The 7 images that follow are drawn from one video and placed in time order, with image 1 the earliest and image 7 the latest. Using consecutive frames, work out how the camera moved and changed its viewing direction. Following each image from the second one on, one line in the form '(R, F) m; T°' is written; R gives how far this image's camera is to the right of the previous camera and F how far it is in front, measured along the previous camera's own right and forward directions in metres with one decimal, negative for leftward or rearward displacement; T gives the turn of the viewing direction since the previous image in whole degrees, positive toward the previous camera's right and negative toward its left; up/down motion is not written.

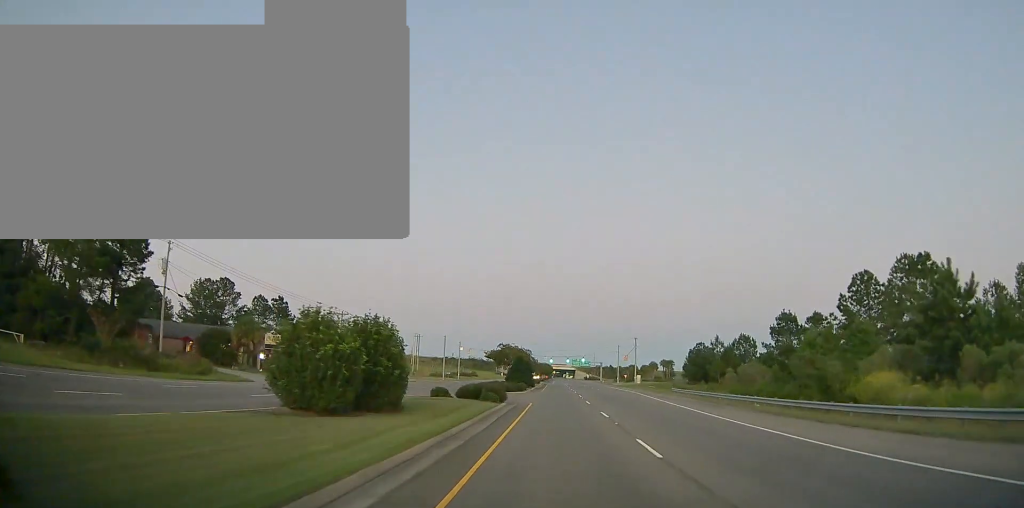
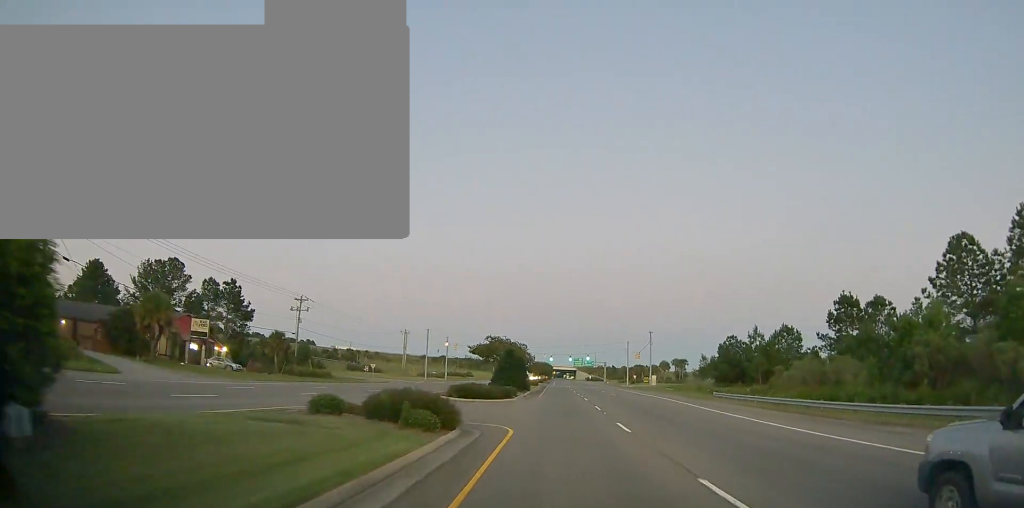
(-0.1, +17.0) m; 0°
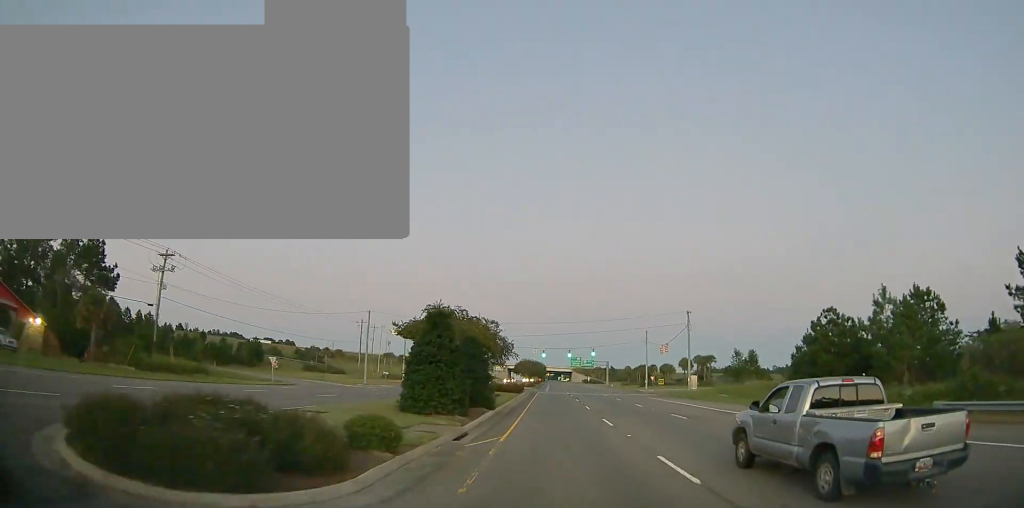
(-0.1, +30.9) m; 0°
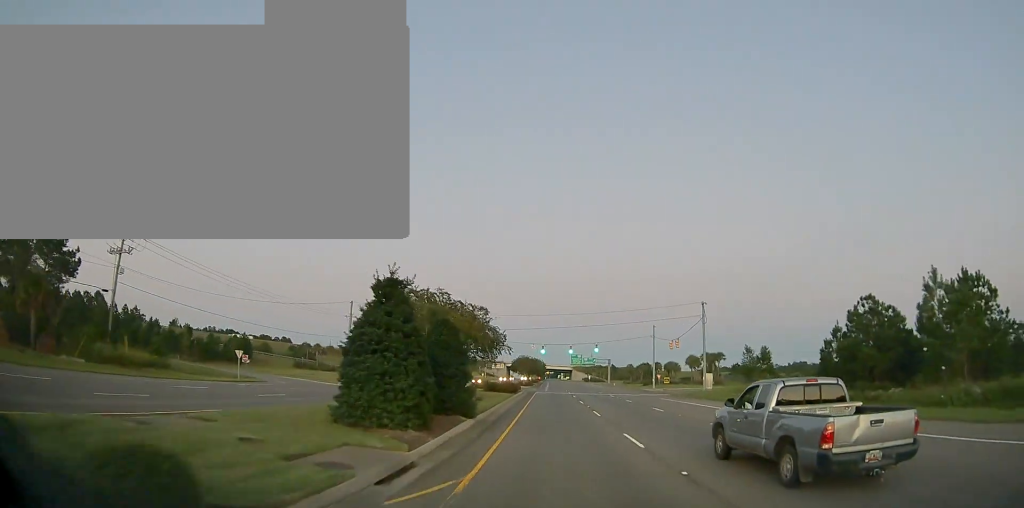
(-0.2, +6.8) m; 0°
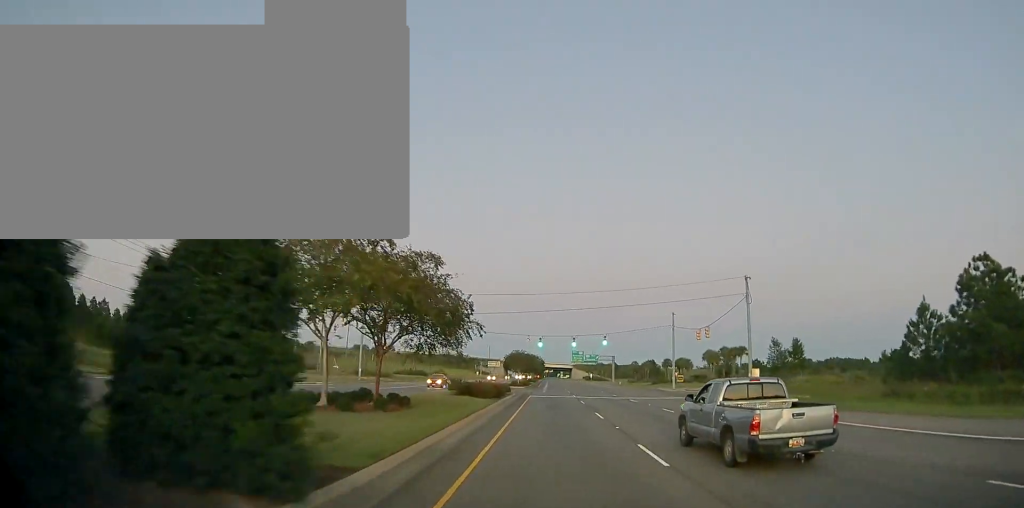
(+0.4, +14.6) m; +1°
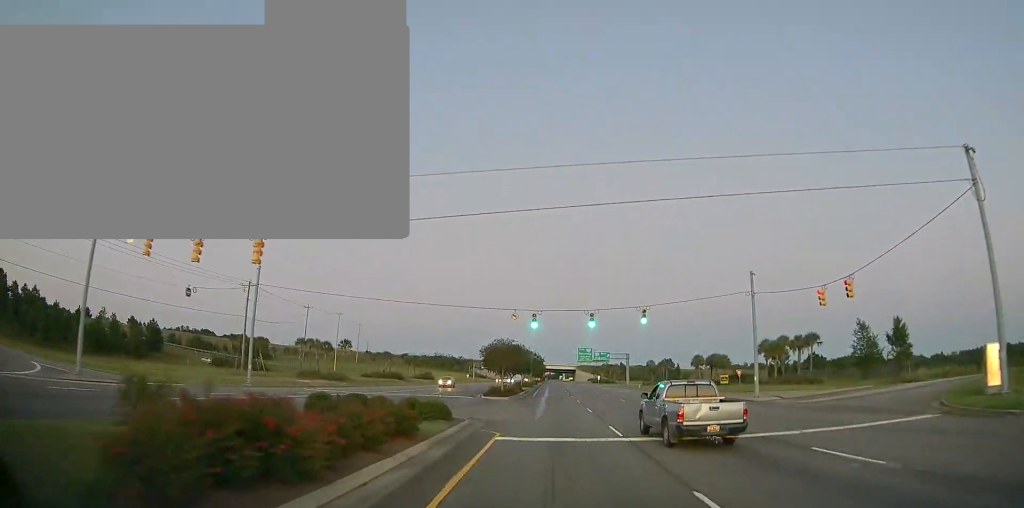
(-0.2, +28.8) m; 0°
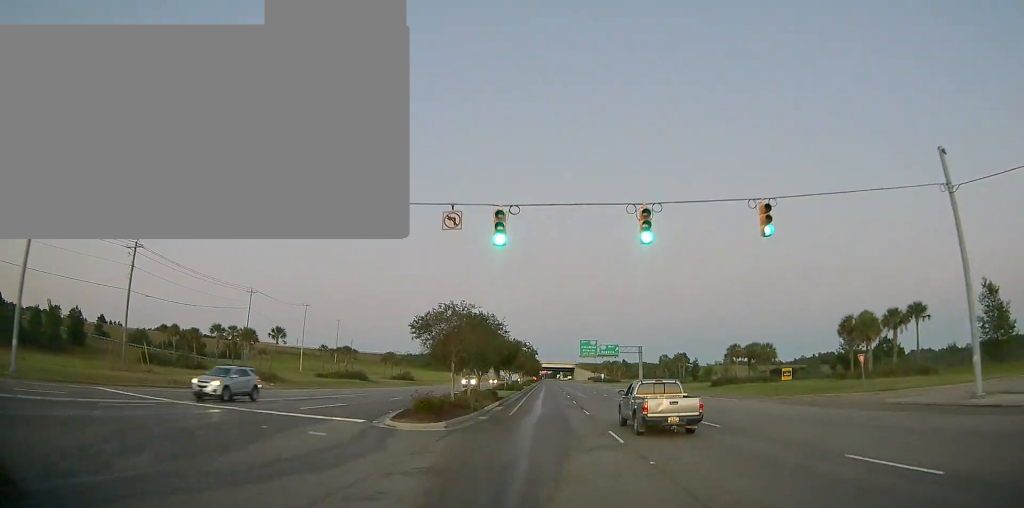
(0.0, +24.8) m; 0°
